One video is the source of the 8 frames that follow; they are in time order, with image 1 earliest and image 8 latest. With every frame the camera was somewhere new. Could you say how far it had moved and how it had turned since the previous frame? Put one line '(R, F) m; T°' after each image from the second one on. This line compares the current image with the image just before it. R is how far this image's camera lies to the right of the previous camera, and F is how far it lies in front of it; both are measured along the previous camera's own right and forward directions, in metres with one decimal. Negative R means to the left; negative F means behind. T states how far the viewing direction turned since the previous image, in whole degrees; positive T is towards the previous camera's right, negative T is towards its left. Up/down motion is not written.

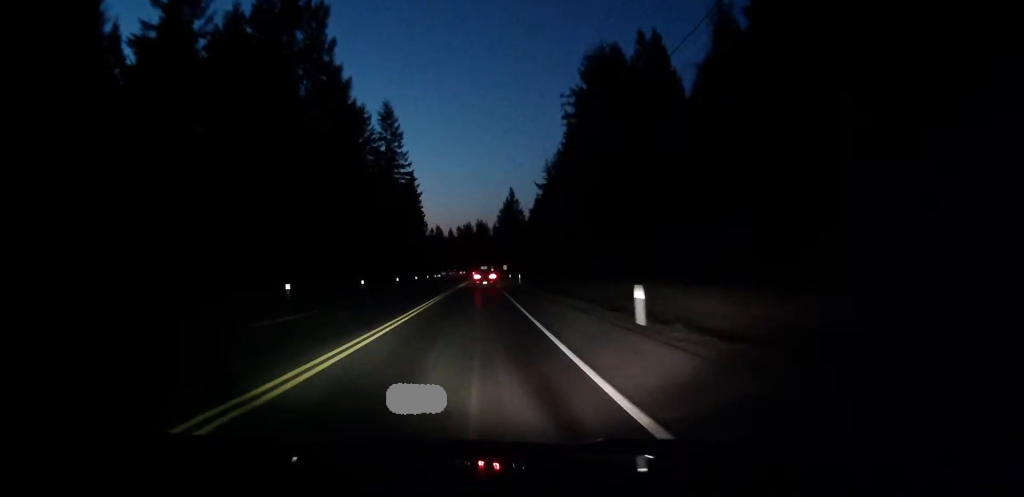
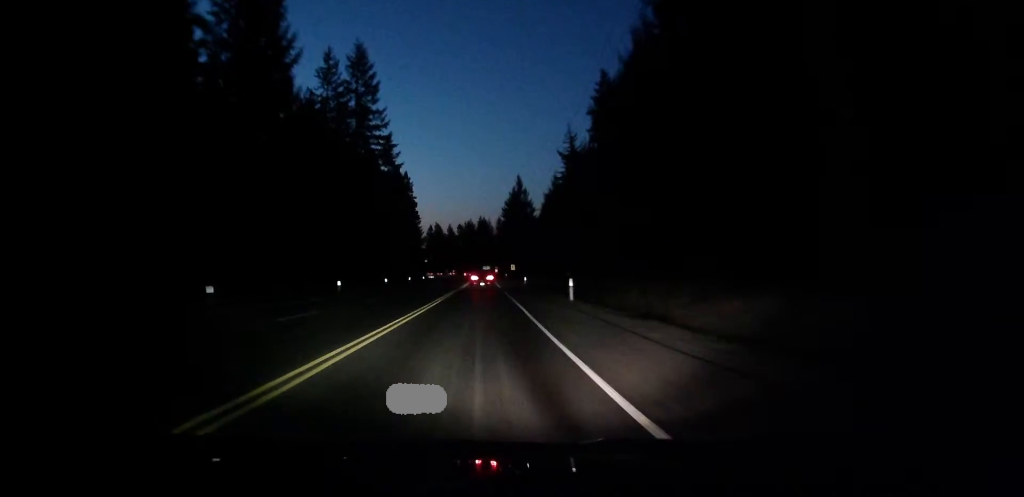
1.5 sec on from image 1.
(+0.5, +36.9) m; +1°
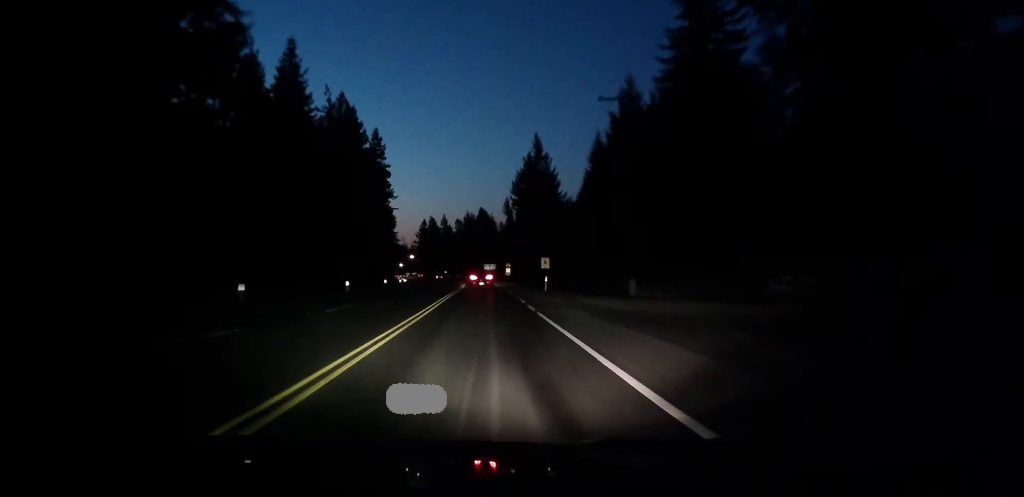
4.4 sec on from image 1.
(+0.7, +70.8) m; +1°
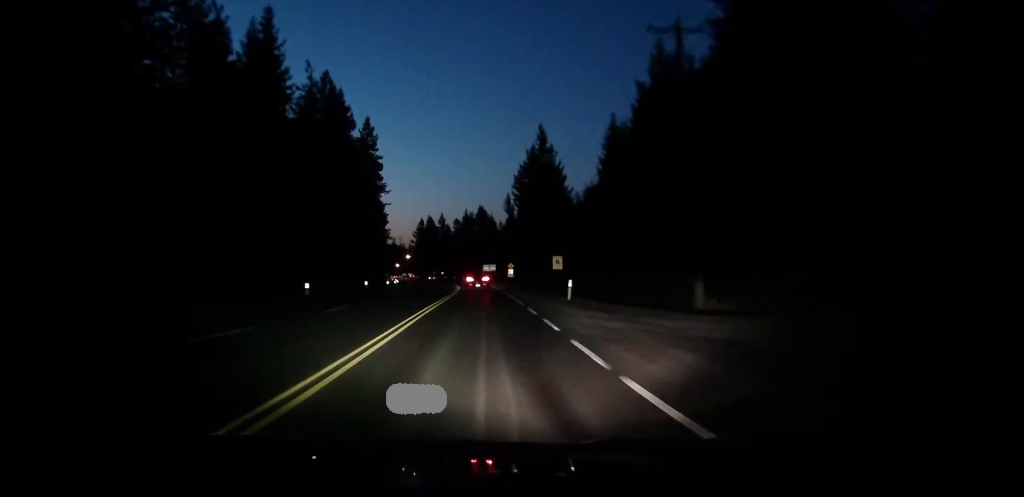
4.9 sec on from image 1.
(-0.1, +12.3) m; 0°
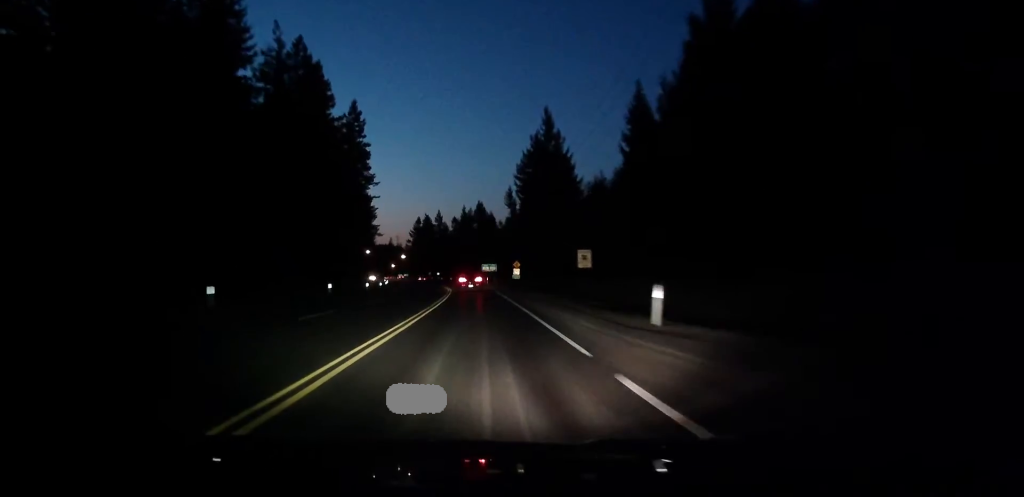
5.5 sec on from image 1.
(+0.1, +15.7) m; 0°
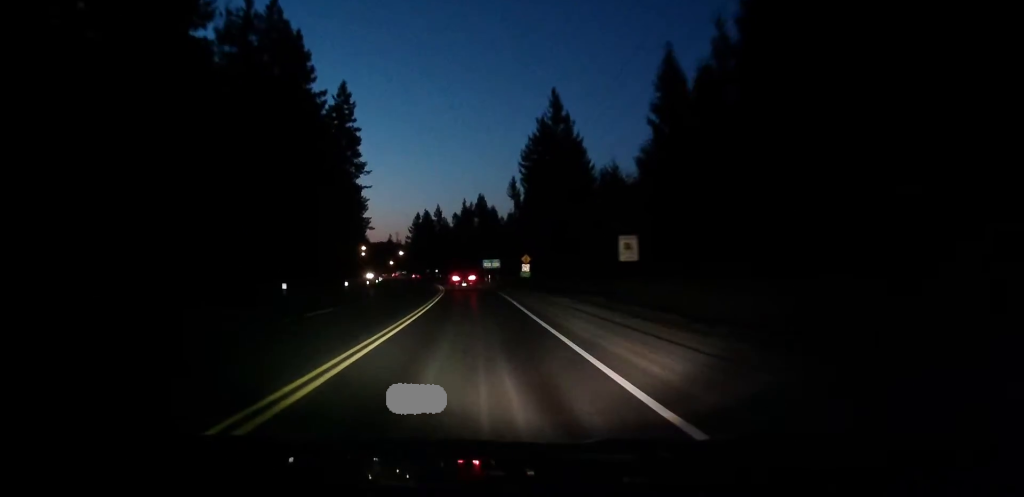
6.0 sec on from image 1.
(+0.1, +12.4) m; 0°
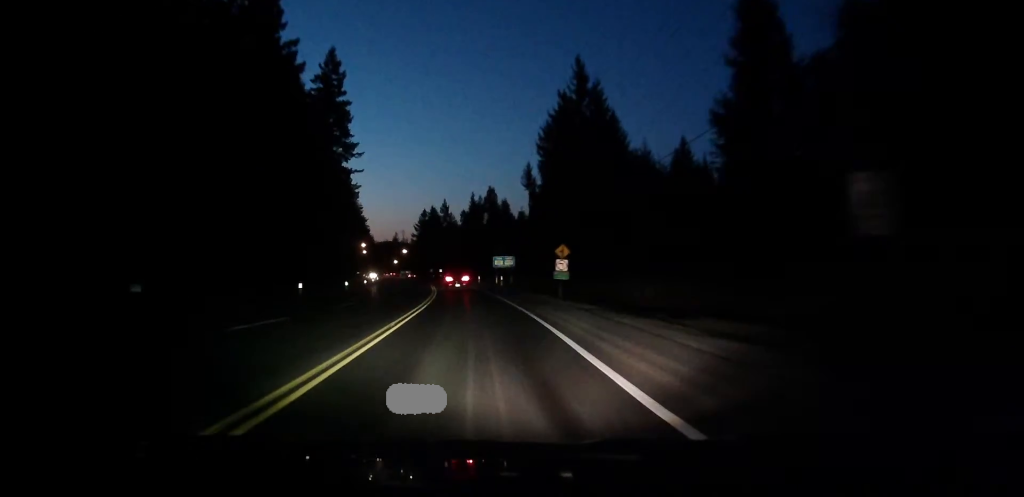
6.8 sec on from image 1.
(0.0, +19.1) m; 0°
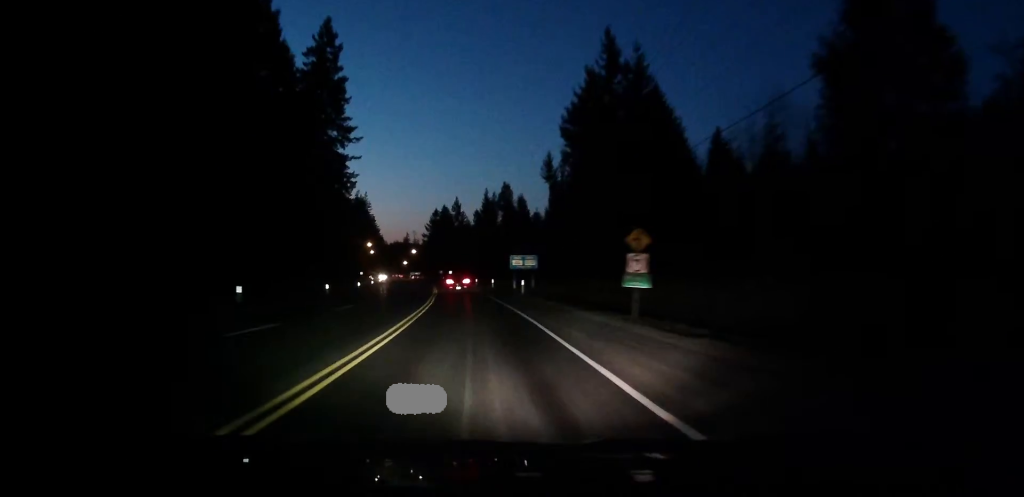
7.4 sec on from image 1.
(-0.1, +14.1) m; 0°
